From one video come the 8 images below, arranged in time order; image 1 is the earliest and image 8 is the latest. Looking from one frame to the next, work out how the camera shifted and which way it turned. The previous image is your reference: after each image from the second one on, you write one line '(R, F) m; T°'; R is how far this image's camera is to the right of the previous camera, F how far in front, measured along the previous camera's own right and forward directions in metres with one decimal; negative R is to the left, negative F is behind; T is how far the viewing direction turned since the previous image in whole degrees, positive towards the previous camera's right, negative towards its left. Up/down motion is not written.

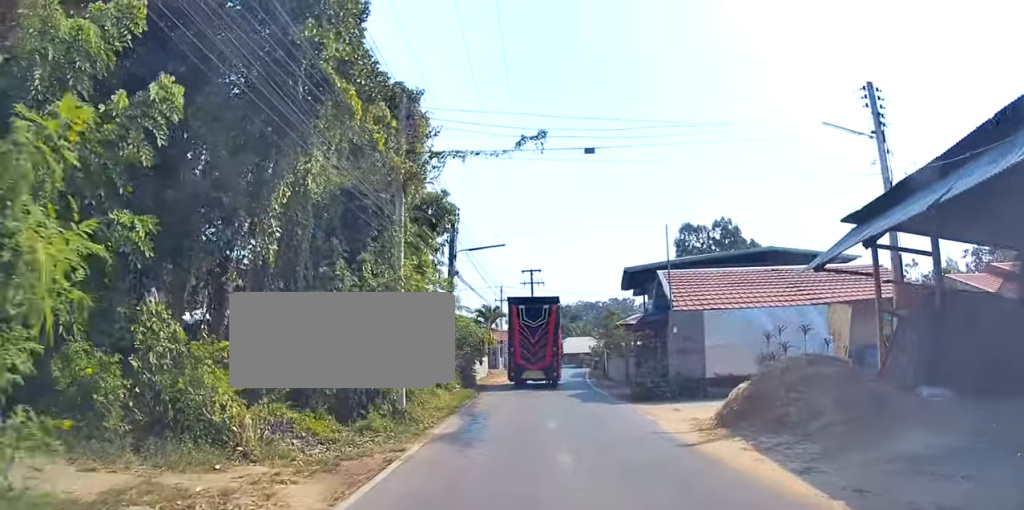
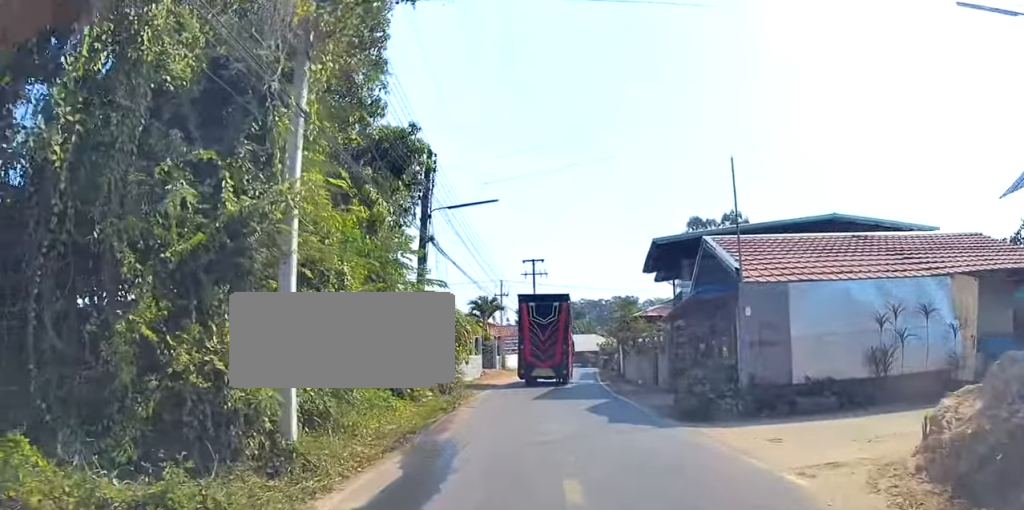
(-0.1, +5.5) m; -3°
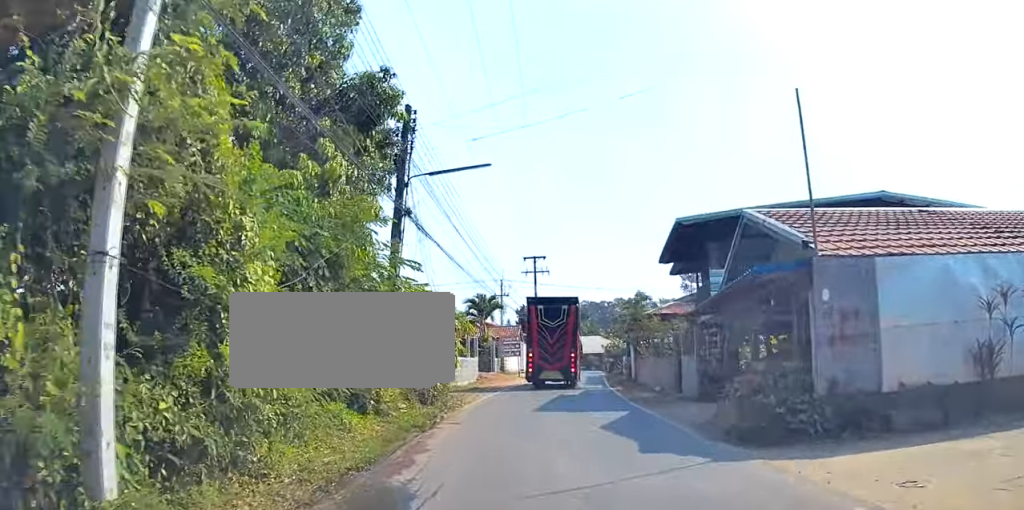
(-0.1, +3.1) m; -2°
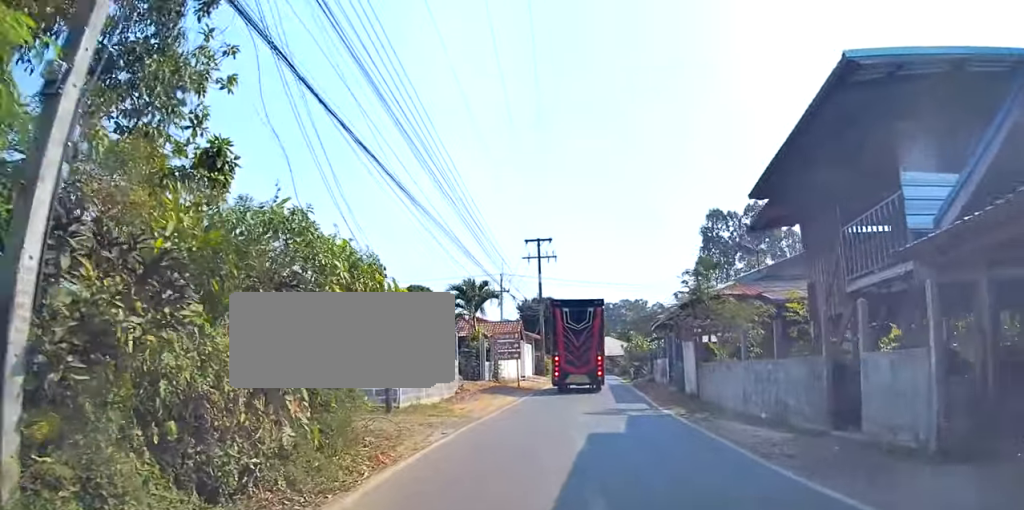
(-0.2, +8.7) m; 0°
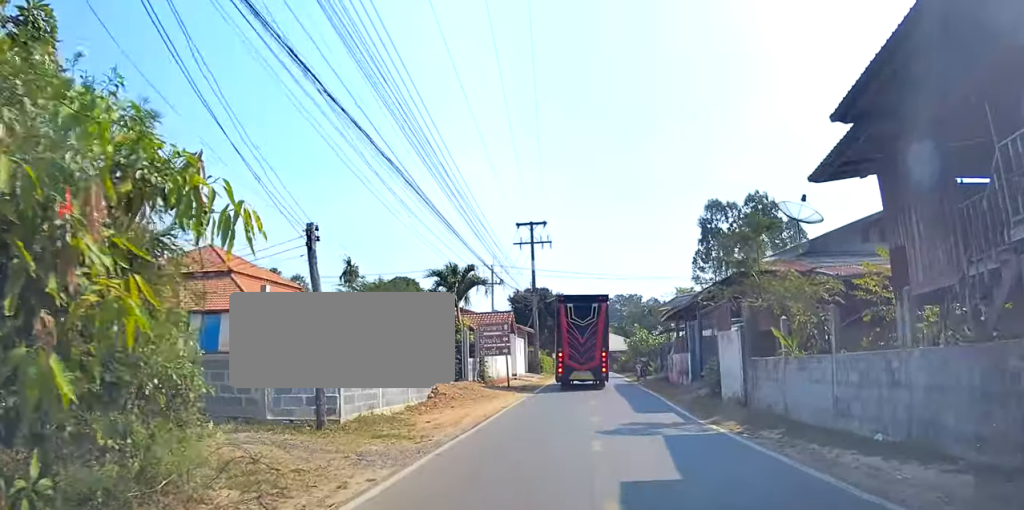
(+0.1, +4.5) m; +2°
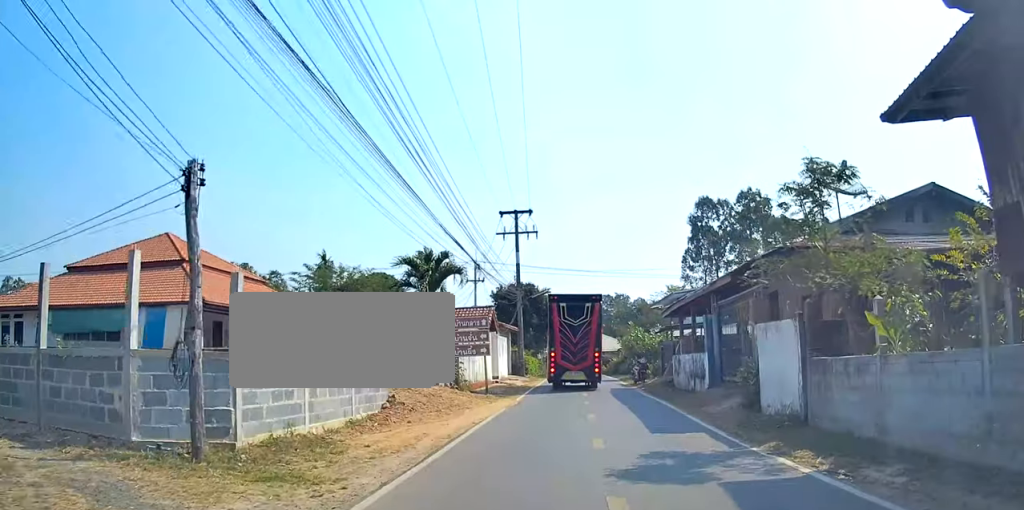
(0.0, +3.8) m; +1°
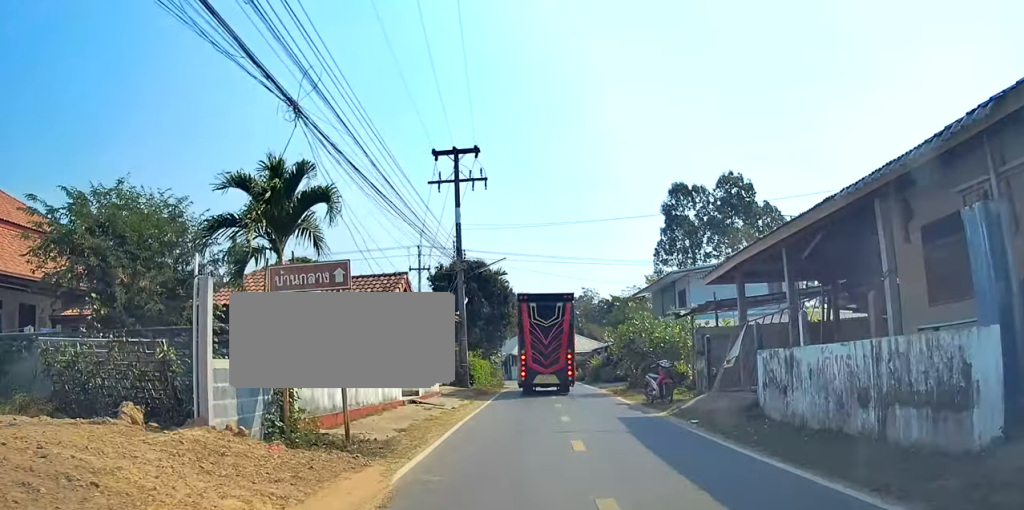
(+0.3, +12.1) m; 0°
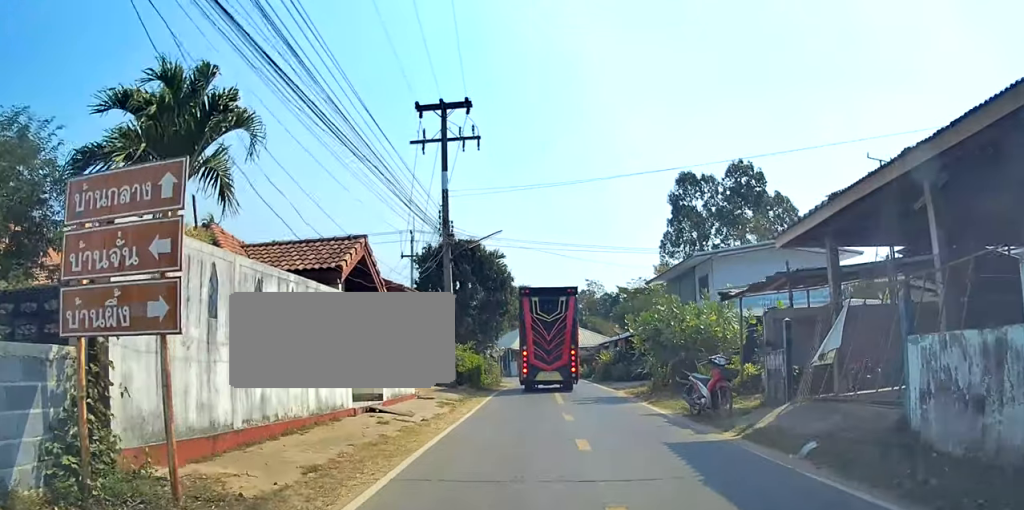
(-0.1, +4.7) m; 0°
